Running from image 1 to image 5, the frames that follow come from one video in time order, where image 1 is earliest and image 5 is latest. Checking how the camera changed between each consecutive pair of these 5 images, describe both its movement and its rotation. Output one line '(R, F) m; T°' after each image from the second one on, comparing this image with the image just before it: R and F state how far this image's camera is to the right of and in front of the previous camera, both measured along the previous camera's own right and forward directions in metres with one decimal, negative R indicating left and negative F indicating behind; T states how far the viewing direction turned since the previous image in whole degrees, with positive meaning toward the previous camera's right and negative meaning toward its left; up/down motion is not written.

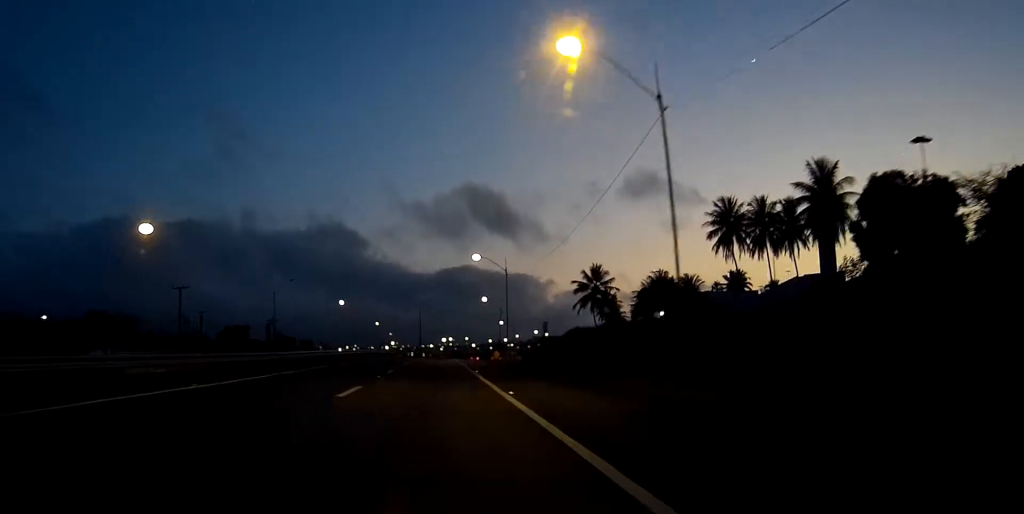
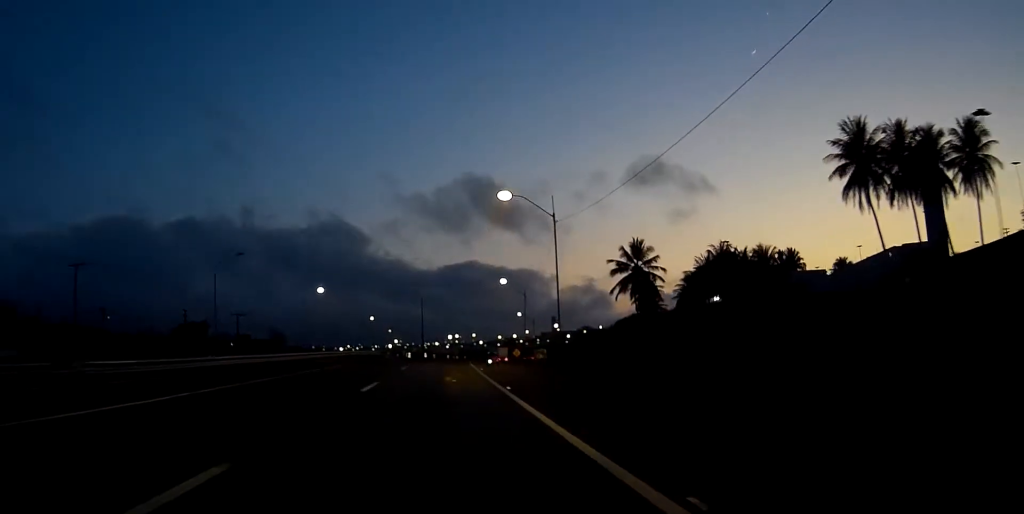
(-0.1, +28.6) m; 0°
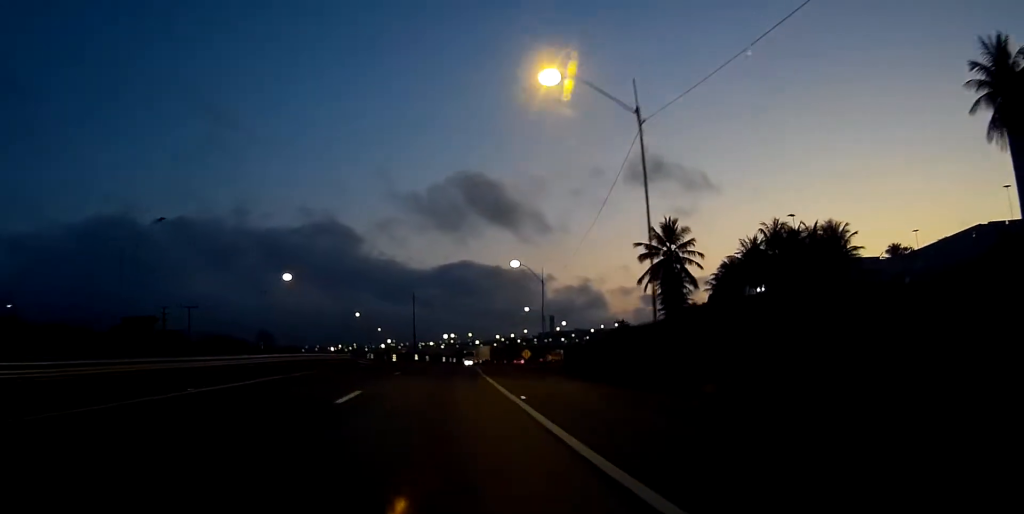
(+0.1, +20.0) m; 0°
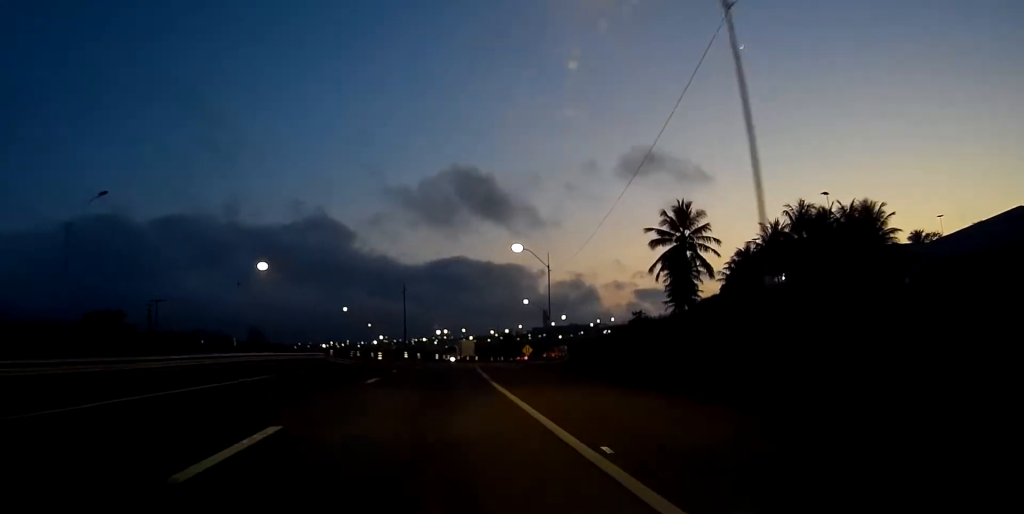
(0.0, +8.8) m; 0°
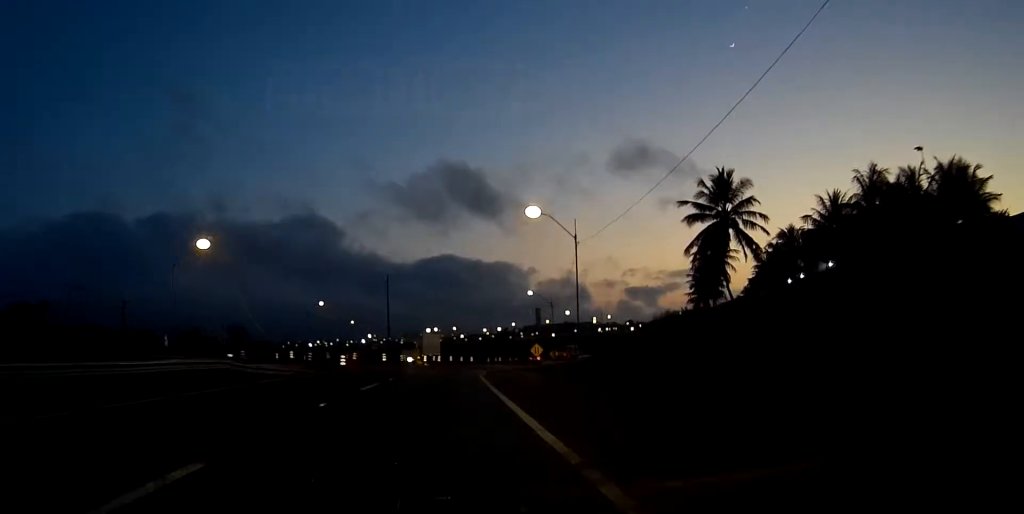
(+0.1, +17.0) m; +1°
